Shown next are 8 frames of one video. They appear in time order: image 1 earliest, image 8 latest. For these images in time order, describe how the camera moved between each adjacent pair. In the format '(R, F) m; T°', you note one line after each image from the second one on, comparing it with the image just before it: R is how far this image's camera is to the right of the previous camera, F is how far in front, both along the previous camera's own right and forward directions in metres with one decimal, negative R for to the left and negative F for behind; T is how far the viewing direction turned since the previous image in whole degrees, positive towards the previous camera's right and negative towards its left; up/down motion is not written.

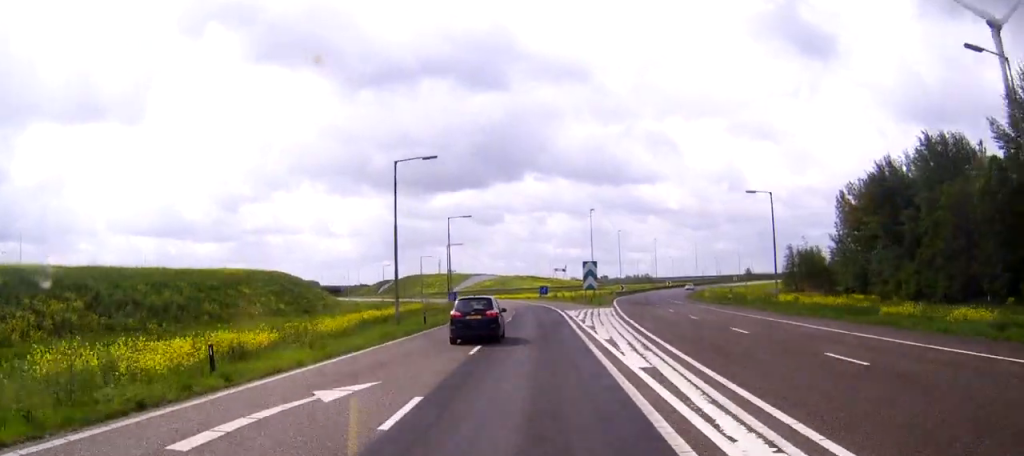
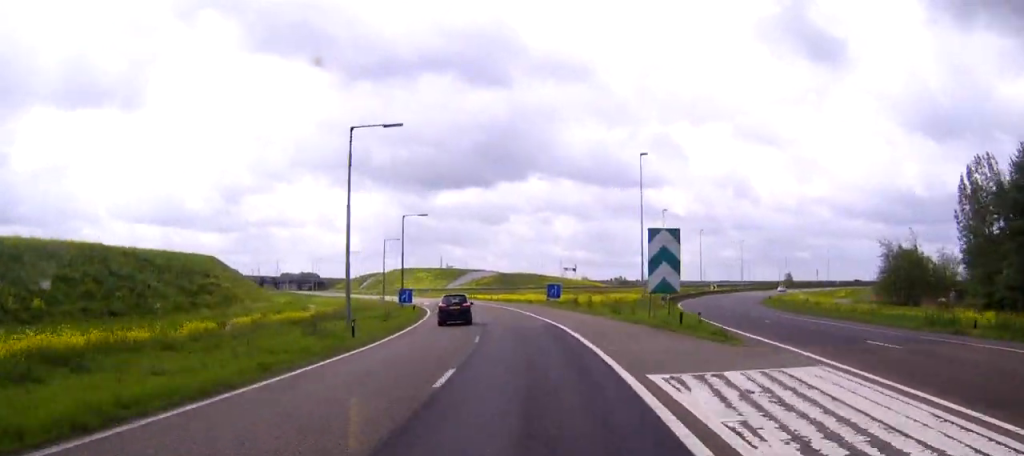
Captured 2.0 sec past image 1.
(0.0, +40.5) m; 0°
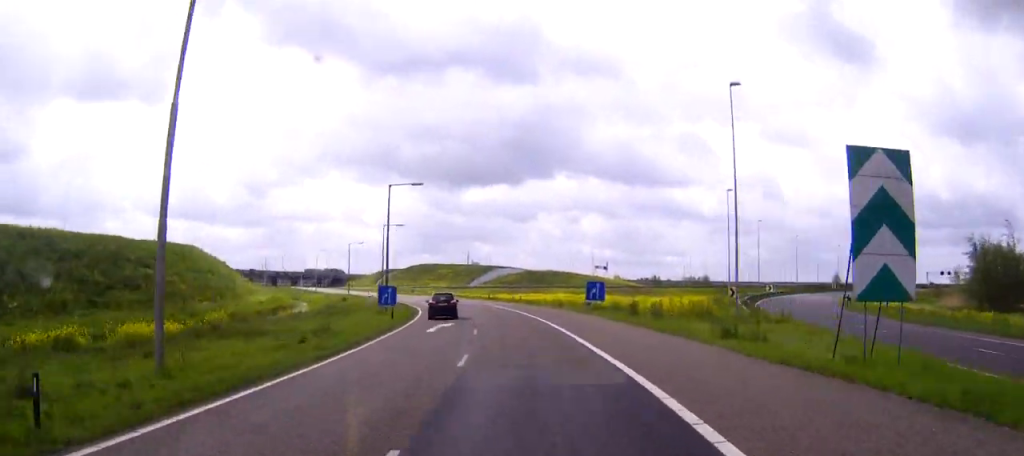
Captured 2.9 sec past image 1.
(0.0, +18.8) m; 0°
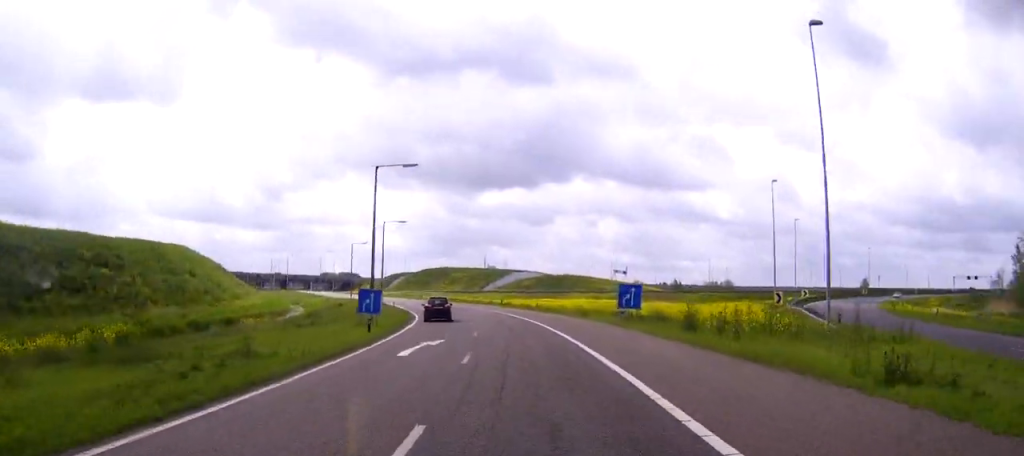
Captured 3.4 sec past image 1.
(0.0, +9.4) m; -1°
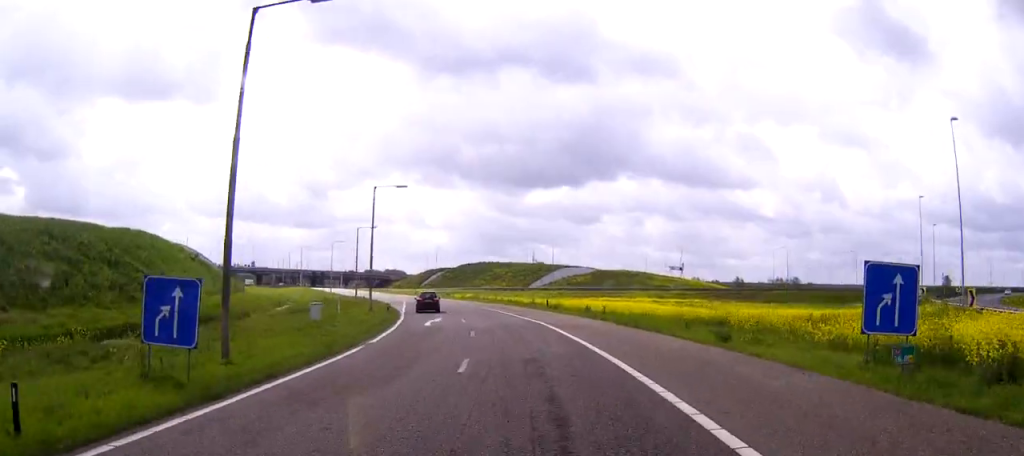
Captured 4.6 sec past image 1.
(-0.8, +25.0) m; -5°
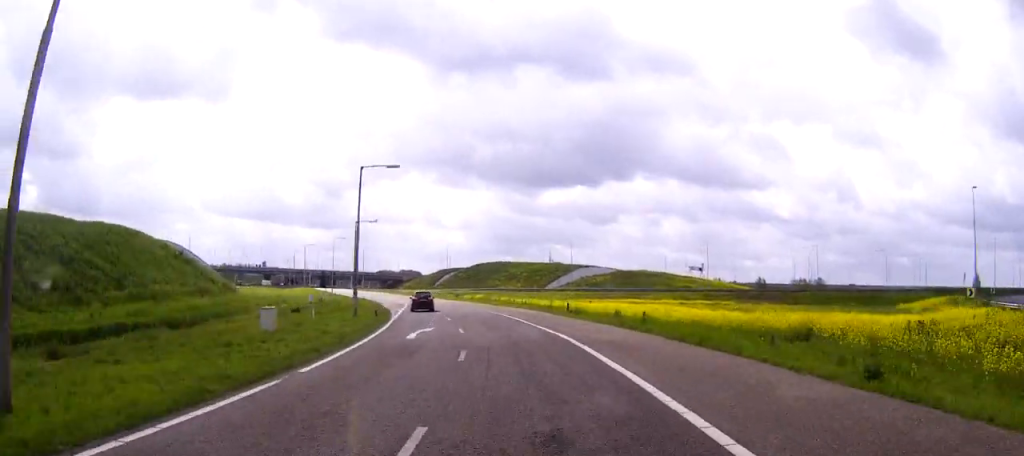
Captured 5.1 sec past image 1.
(-0.2, +9.0) m; -2°
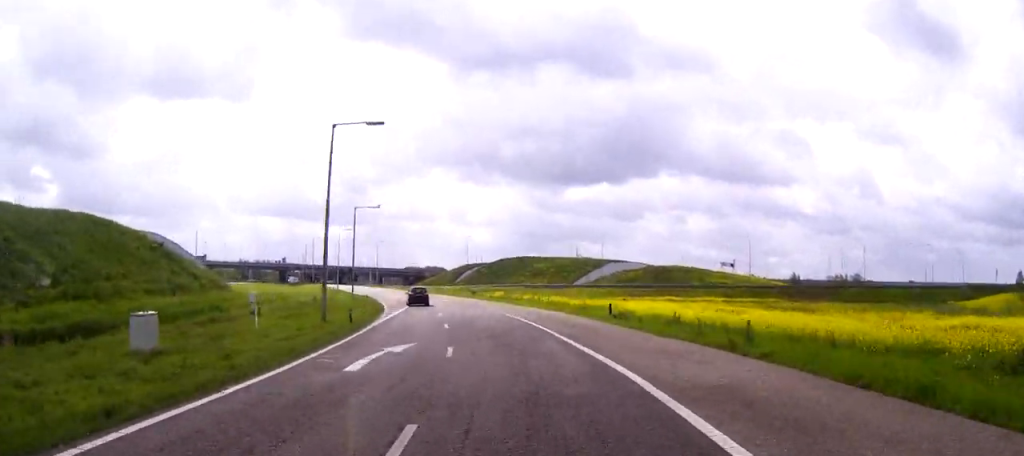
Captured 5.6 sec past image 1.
(-0.3, +12.0) m; -2°
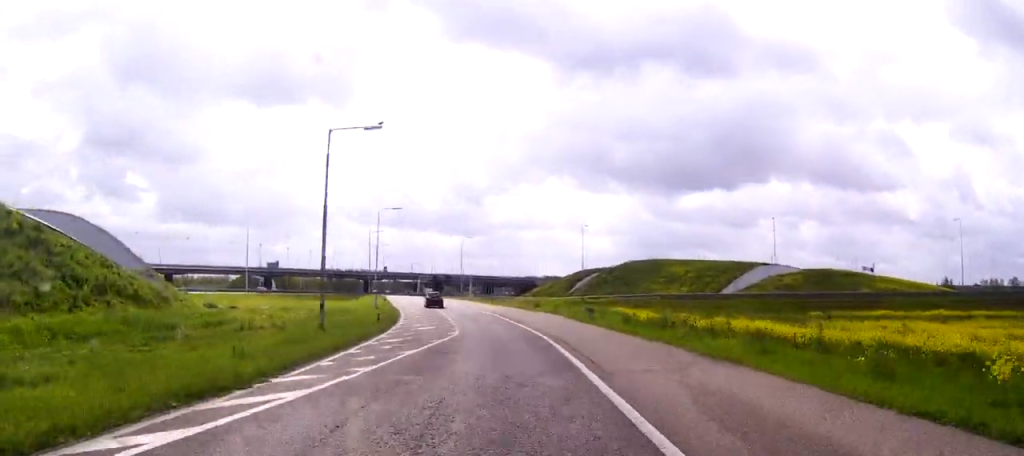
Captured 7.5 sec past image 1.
(-2.7, +40.6) m; -8°
